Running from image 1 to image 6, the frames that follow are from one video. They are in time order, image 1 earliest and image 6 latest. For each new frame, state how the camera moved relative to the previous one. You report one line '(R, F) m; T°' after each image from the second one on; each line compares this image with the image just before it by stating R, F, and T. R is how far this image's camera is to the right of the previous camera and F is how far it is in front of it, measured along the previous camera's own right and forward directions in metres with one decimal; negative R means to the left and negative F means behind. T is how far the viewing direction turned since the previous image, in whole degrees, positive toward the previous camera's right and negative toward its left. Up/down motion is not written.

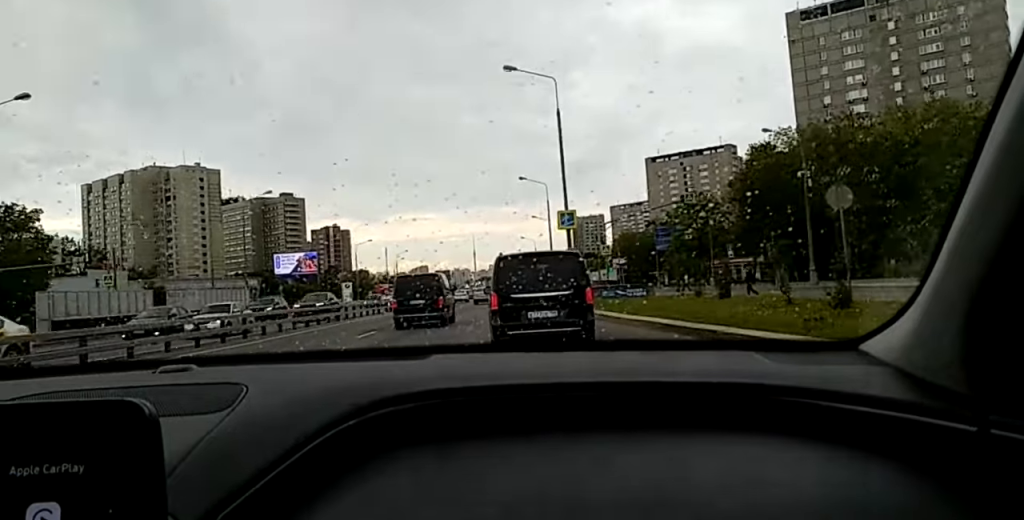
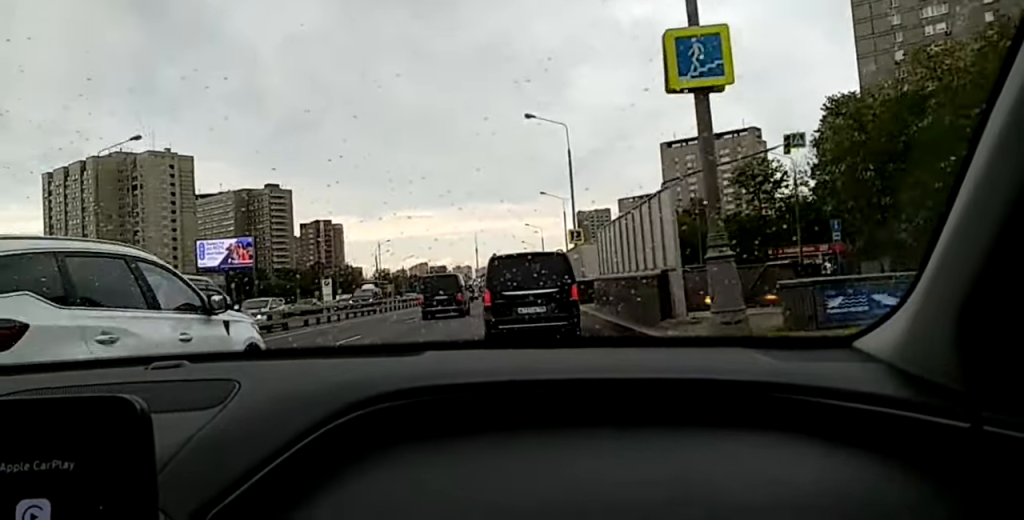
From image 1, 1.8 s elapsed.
(+1.0, +26.6) m; -1°
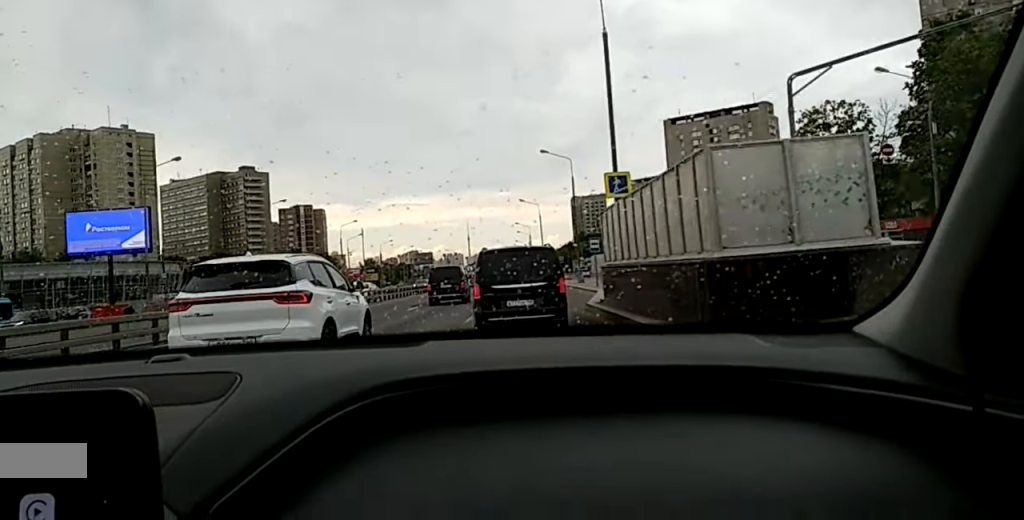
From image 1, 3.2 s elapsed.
(-1.6, +20.9) m; -7°
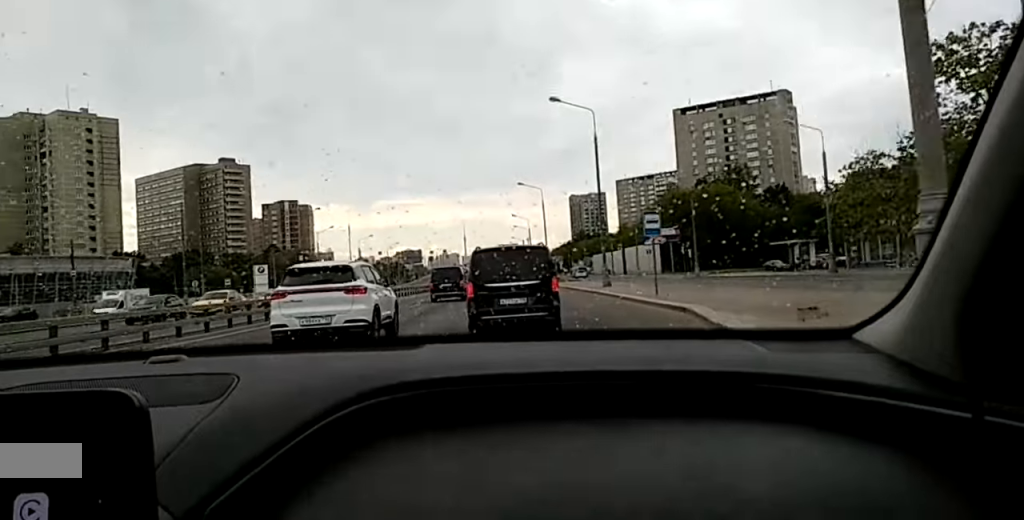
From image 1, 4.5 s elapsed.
(+0.1, +18.8) m; 0°
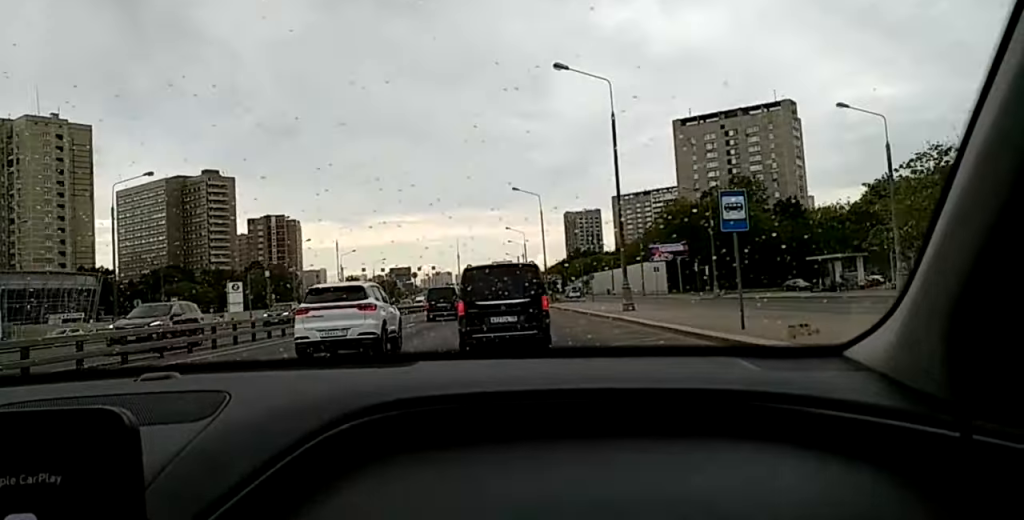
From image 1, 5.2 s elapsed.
(+0.1, +10.2) m; -1°
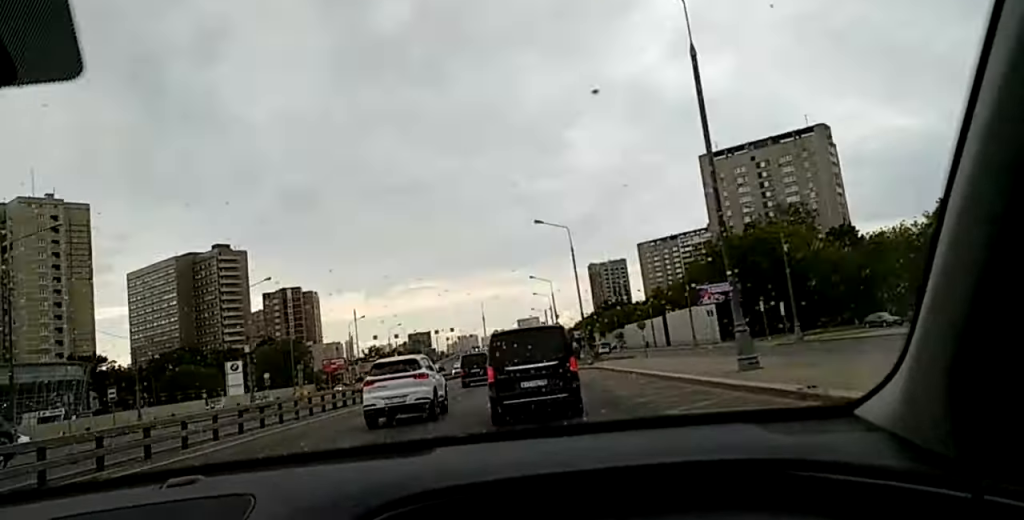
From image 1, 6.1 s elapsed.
(-0.4, +14.7) m; 0°
